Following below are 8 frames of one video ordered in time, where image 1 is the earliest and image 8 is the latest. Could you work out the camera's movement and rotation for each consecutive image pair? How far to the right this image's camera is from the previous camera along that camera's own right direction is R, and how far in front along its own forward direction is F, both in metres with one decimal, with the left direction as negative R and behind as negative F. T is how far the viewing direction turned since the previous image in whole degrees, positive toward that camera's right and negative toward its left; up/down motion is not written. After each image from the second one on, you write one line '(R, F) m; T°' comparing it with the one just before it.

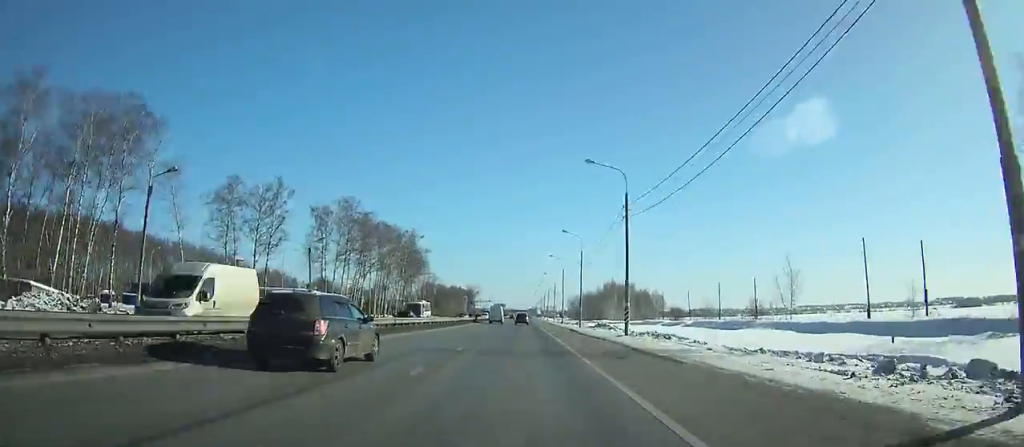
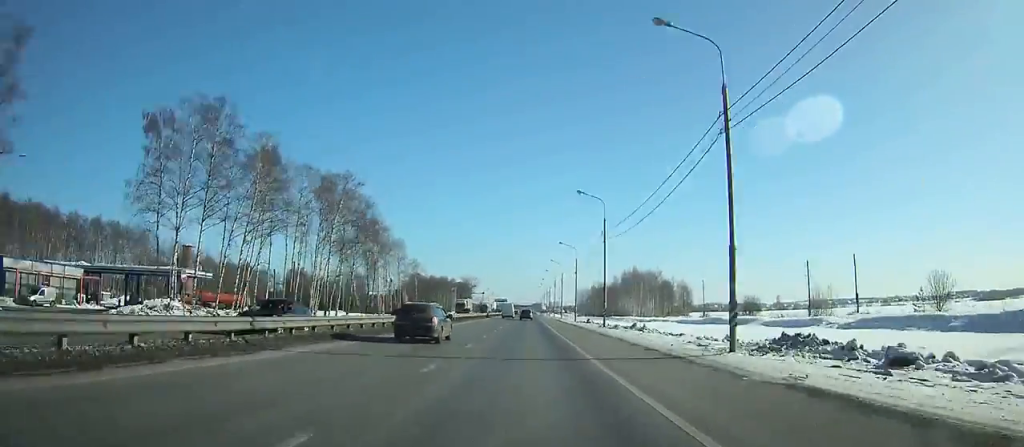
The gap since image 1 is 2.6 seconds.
(-0.3, +47.2) m; 0°
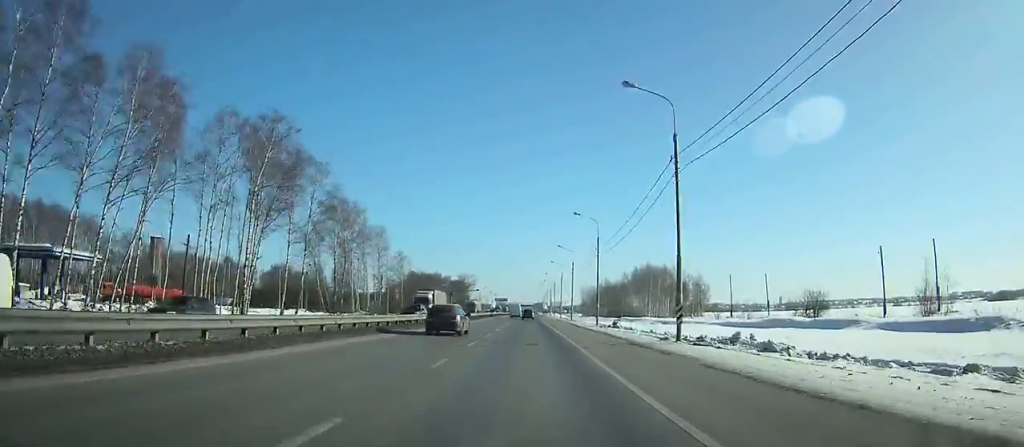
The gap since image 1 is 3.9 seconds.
(0.0, +24.0) m; 0°
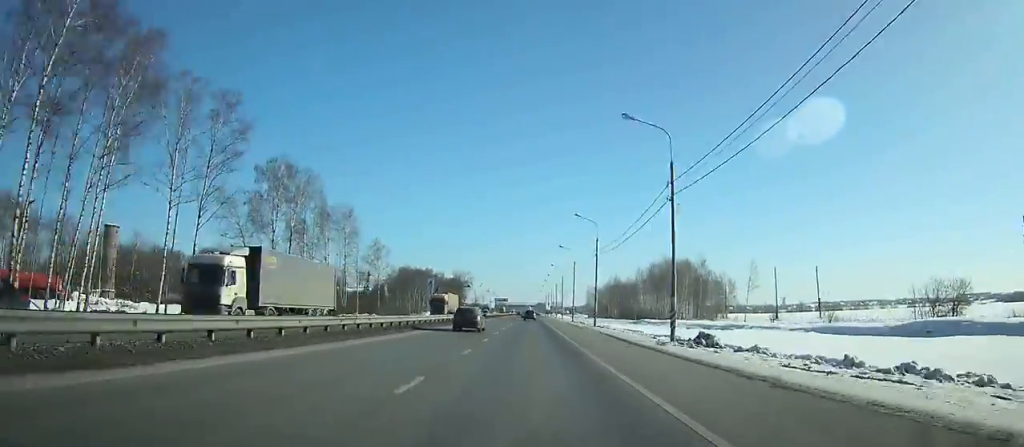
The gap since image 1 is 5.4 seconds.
(0.0, +27.7) m; 0°
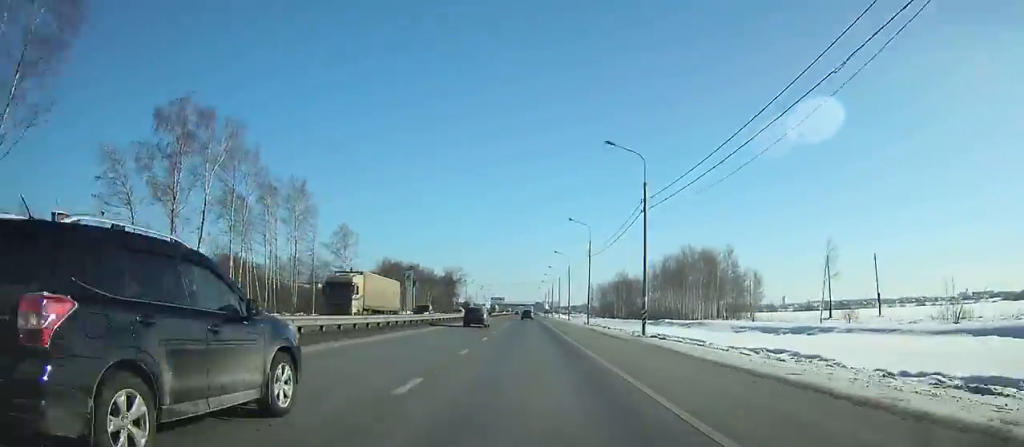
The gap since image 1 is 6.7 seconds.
(0.0, +24.4) m; 0°
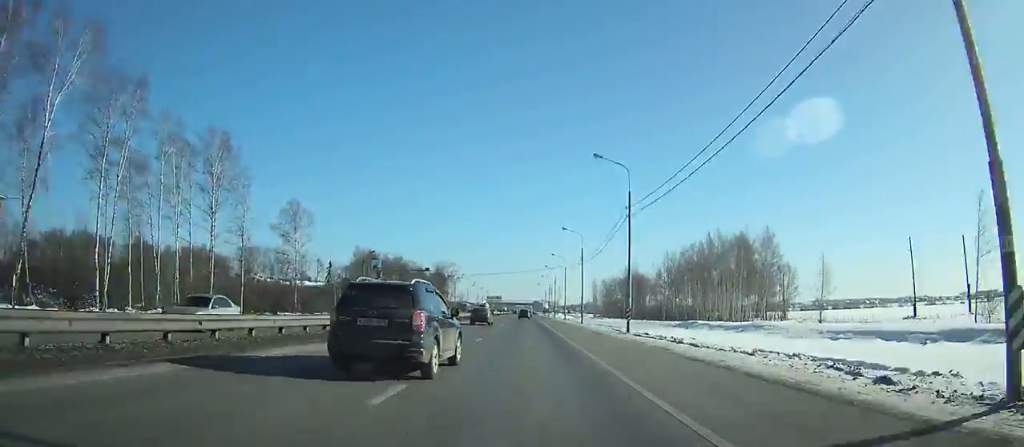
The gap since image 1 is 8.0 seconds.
(0.0, +24.4) m; 0°
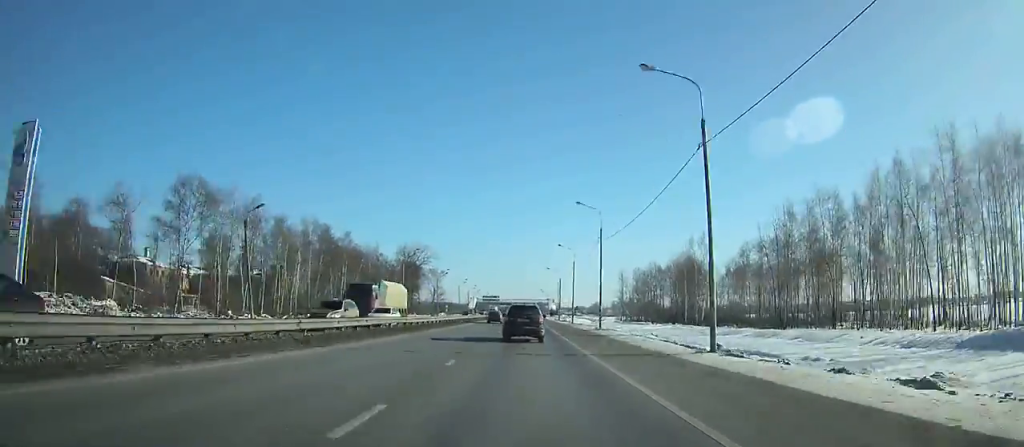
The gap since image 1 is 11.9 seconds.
(0.0, +74.6) m; 0°
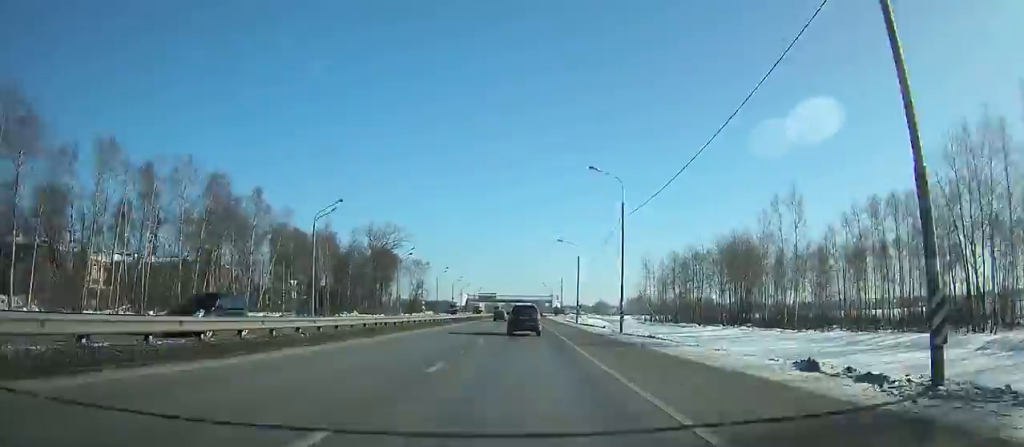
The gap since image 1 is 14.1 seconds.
(+0.1, +42.7) m; 0°
